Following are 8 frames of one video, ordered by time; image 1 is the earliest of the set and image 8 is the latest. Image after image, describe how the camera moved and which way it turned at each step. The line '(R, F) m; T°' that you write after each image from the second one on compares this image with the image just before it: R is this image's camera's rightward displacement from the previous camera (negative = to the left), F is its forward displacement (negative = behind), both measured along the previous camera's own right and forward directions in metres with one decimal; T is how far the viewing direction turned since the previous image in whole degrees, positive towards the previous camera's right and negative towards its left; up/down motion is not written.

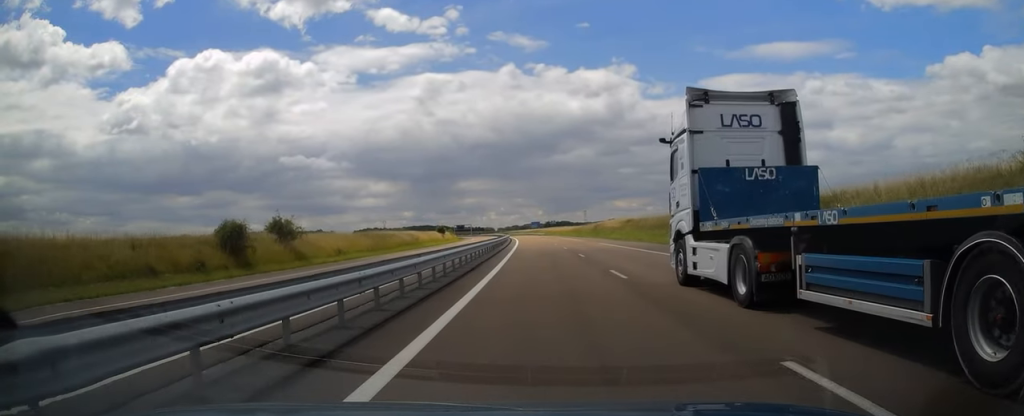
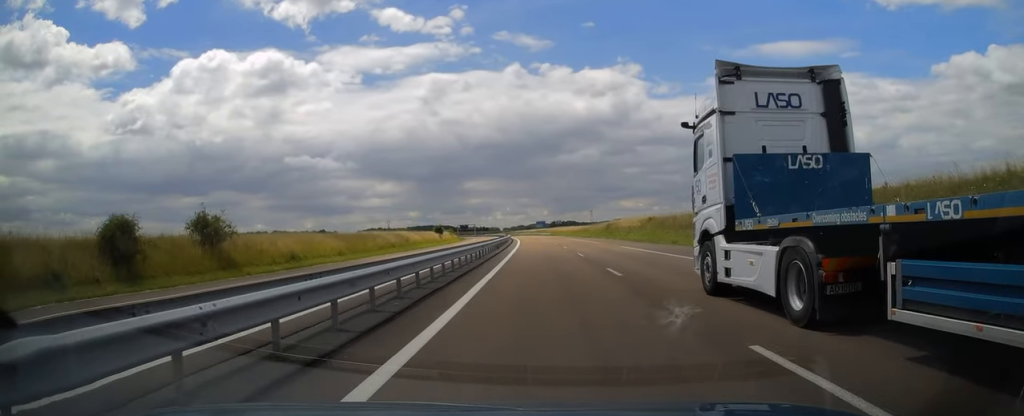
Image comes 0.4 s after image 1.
(-0.1, +12.2) m; 0°
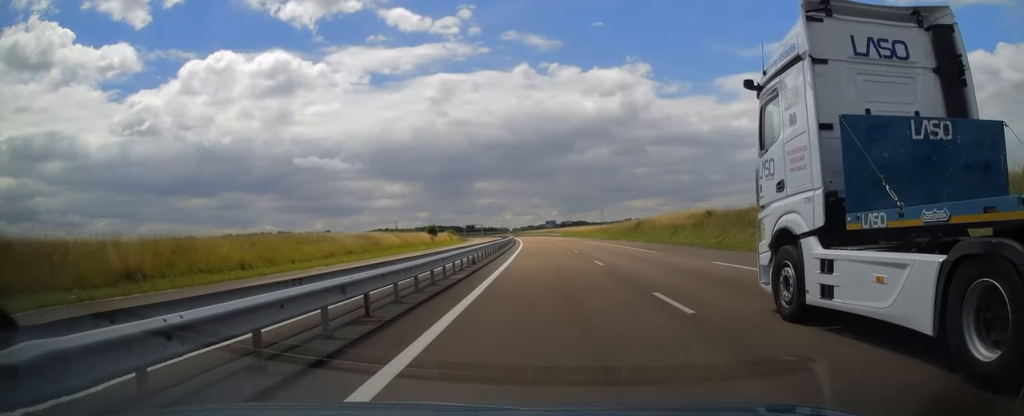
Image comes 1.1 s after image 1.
(-0.1, +20.5) m; -1°
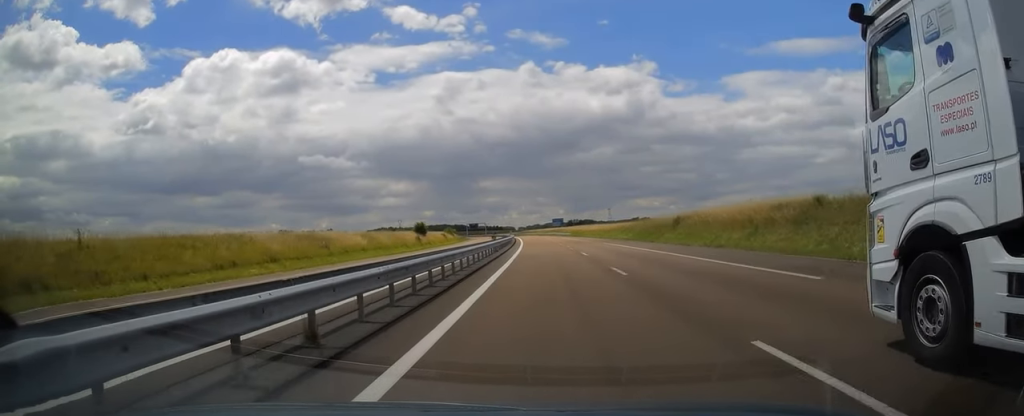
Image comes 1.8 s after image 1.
(-0.2, +18.5) m; -1°
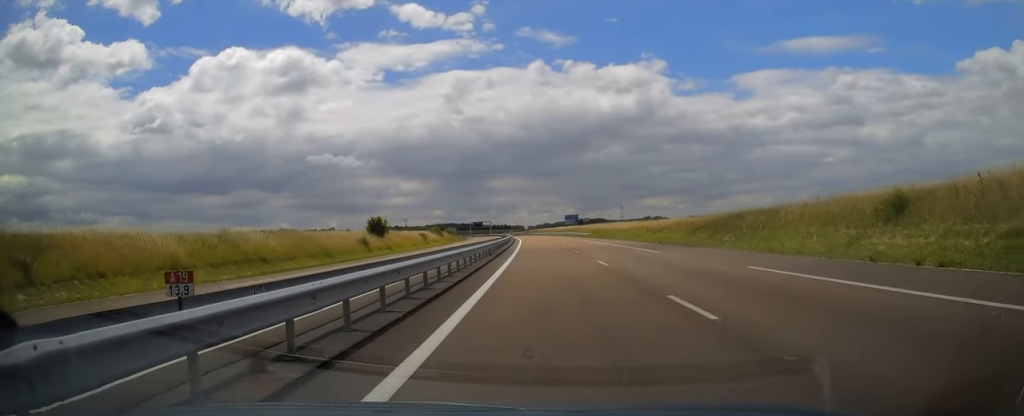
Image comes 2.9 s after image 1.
(-0.1, +34.3) m; -1°
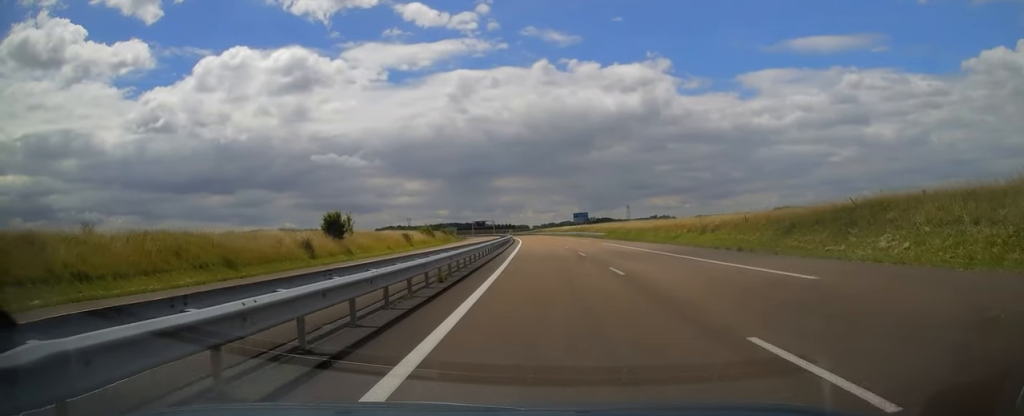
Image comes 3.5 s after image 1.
(-0.2, +17.2) m; -1°
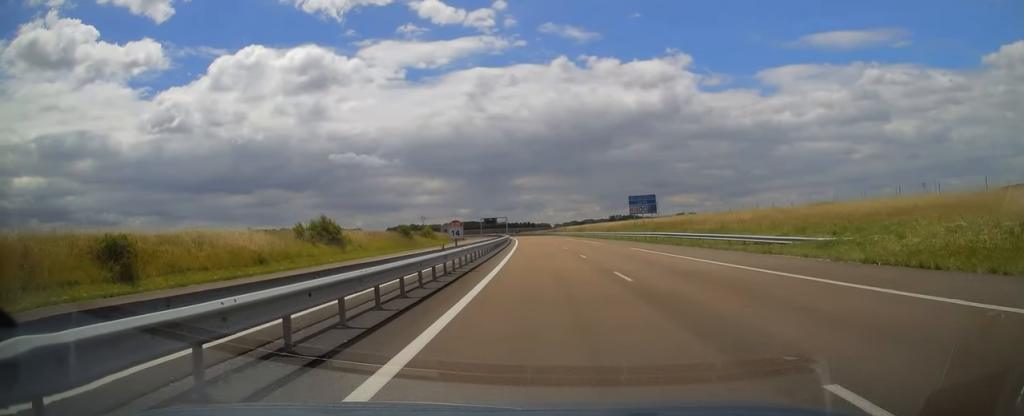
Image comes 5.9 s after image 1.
(-0.9, +64.4) m; -2°
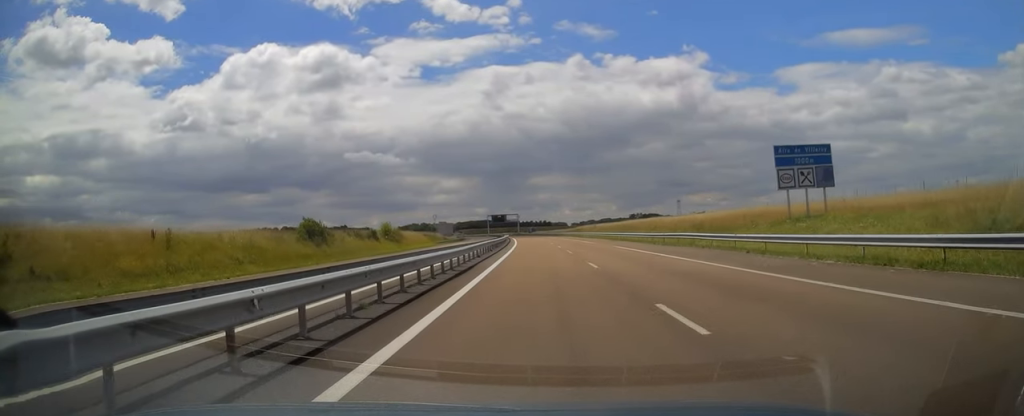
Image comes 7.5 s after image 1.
(-0.6, +46.0) m; -1°
